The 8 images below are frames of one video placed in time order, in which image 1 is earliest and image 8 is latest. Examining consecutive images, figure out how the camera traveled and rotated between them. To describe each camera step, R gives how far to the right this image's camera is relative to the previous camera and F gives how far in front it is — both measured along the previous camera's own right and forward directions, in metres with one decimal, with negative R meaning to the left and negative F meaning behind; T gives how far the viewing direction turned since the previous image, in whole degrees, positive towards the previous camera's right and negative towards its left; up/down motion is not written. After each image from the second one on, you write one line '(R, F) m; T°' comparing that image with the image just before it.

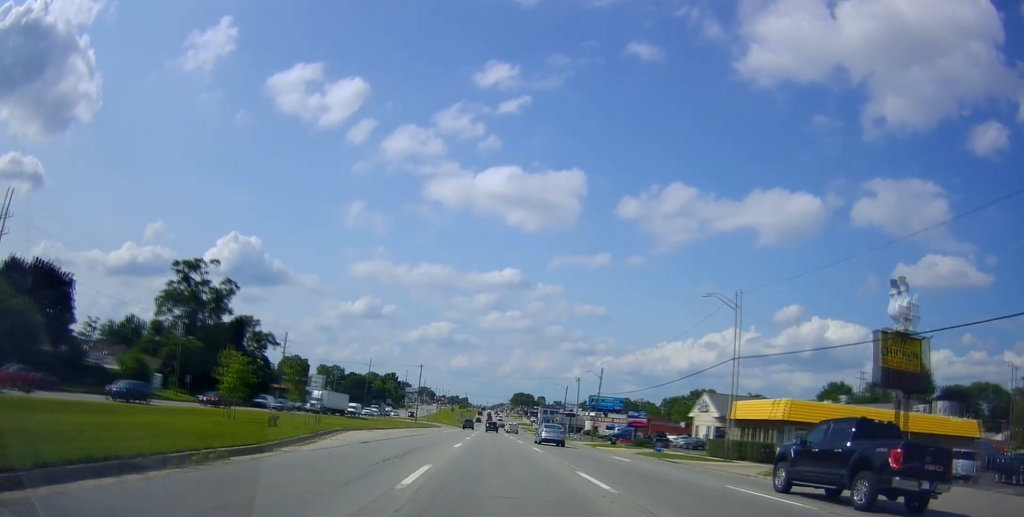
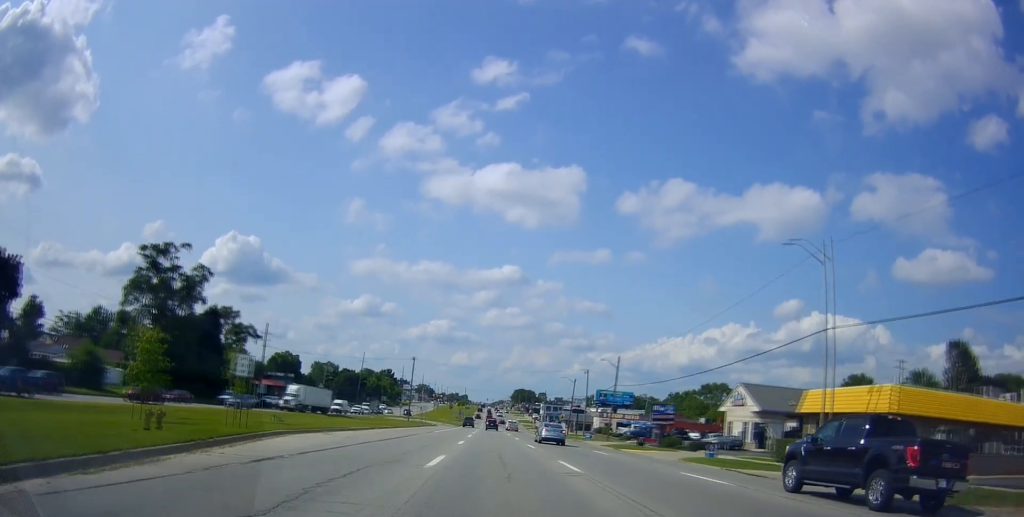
(-0.1, +11.0) m; -1°
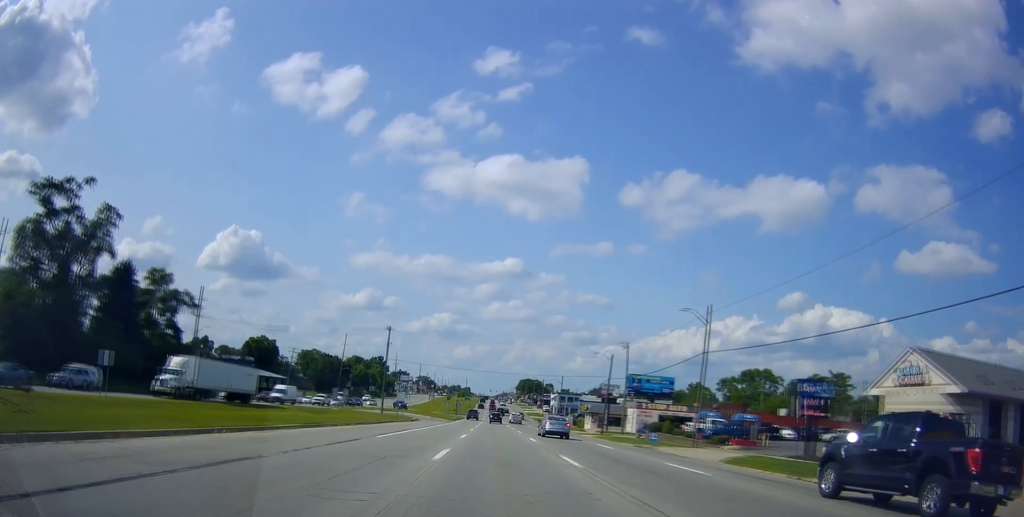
(-0.6, +29.5) m; 0°
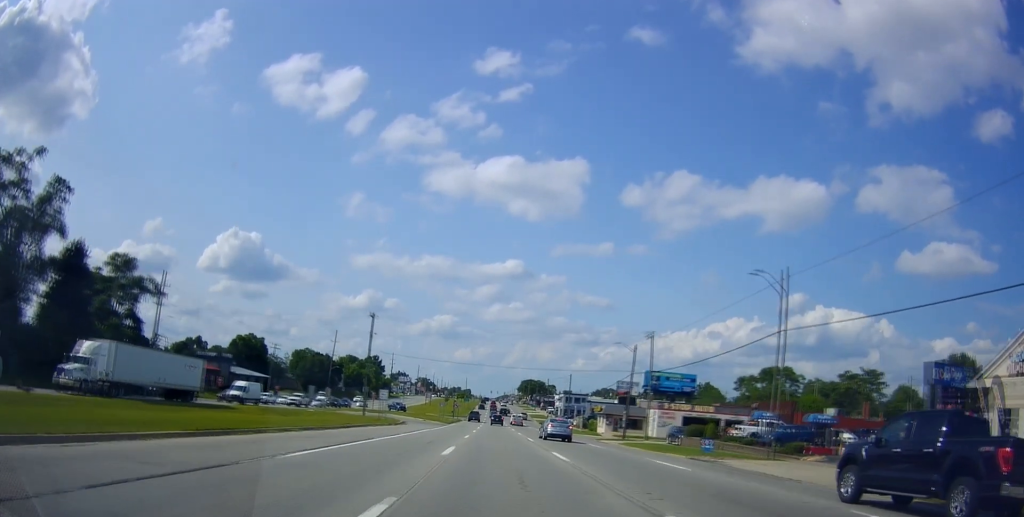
(+0.4, +12.0) m; 0°
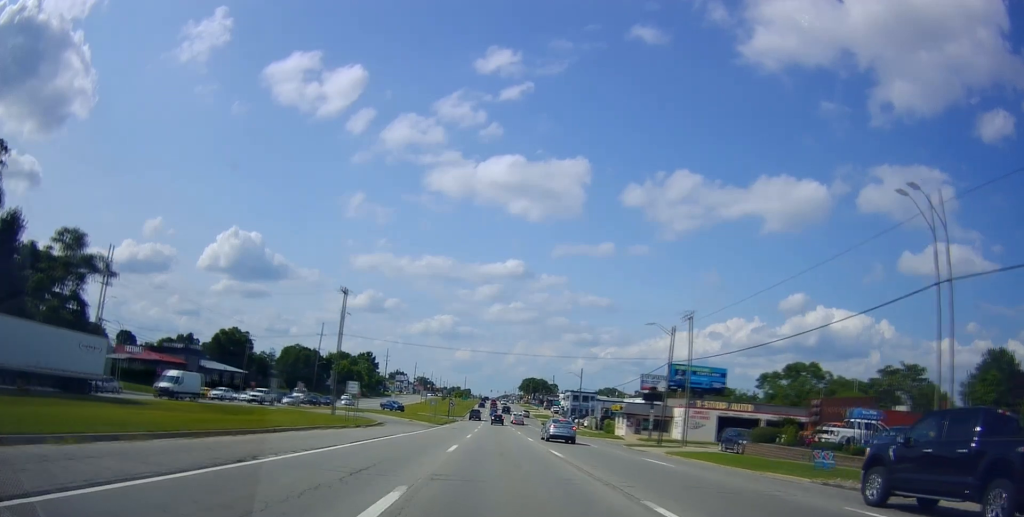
(+0.3, +13.5) m; 0°
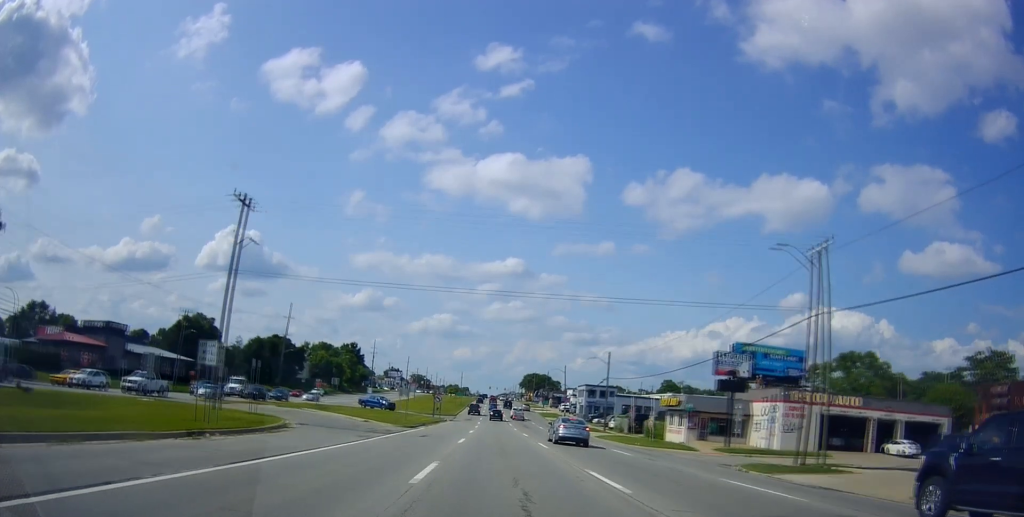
(-0.7, +24.0) m; -1°
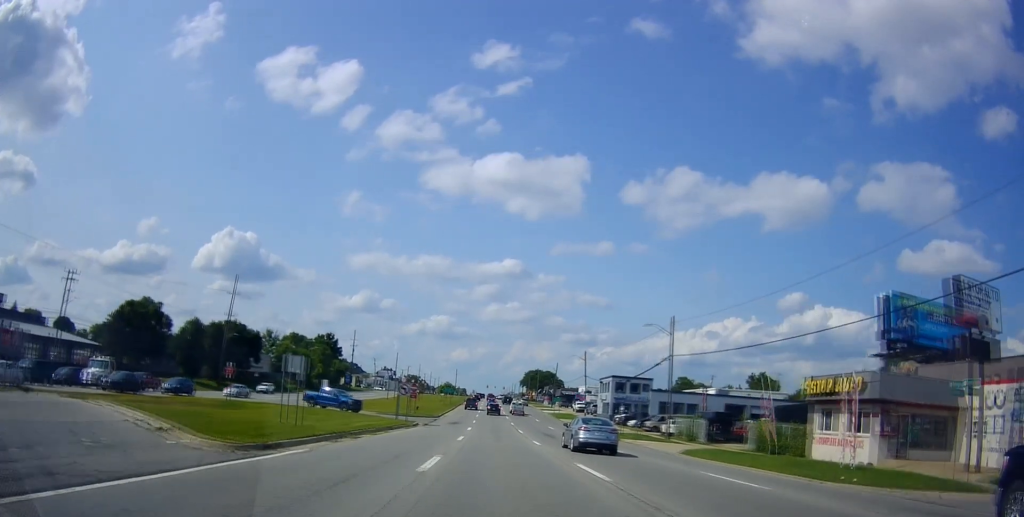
(+0.7, +27.5) m; +1°
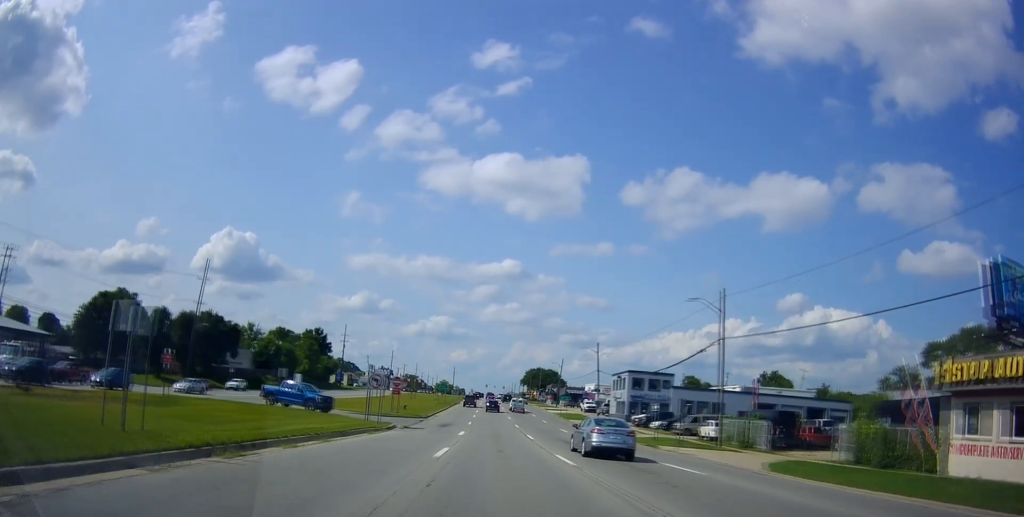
(+0.3, +11.2) m; 0°
